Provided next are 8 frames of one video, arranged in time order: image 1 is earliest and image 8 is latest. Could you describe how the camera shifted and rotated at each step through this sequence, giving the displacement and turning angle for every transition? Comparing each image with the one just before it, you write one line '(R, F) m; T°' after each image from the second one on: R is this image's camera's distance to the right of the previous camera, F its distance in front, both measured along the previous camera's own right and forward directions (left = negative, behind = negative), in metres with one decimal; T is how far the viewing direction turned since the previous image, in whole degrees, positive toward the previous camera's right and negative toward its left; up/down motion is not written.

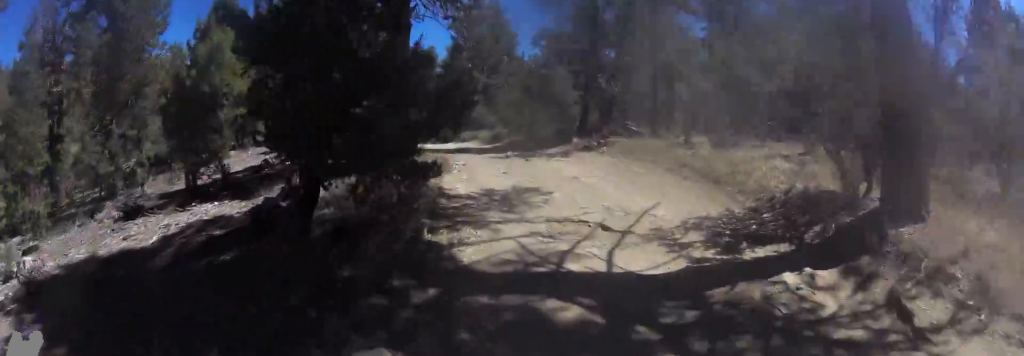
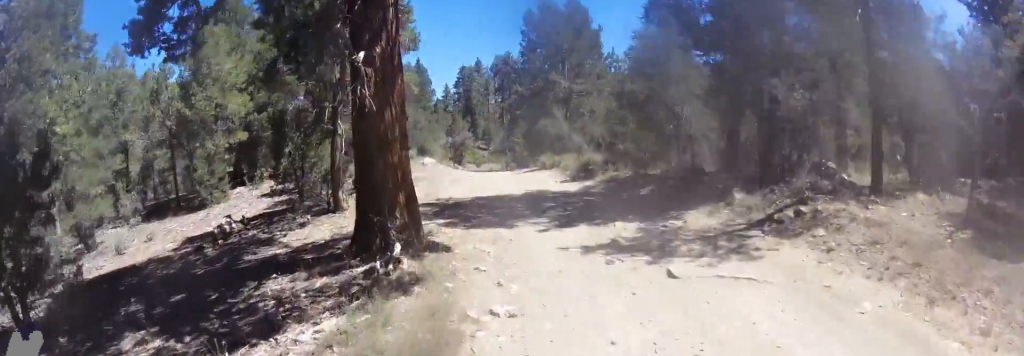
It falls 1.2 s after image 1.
(-0.3, +9.5) m; 0°
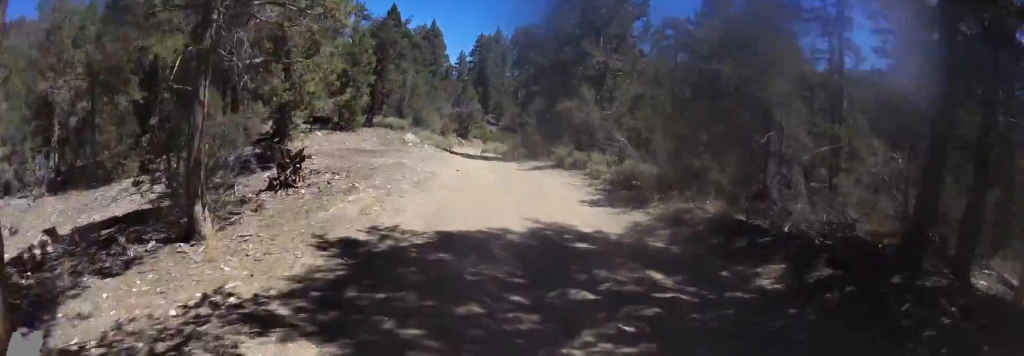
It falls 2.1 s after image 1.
(+0.3, +5.5) m; -1°
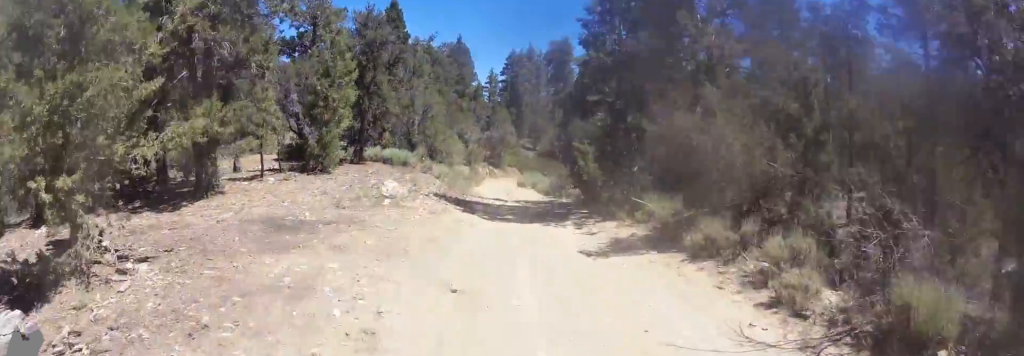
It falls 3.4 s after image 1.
(-0.8, +8.2) m; -7°
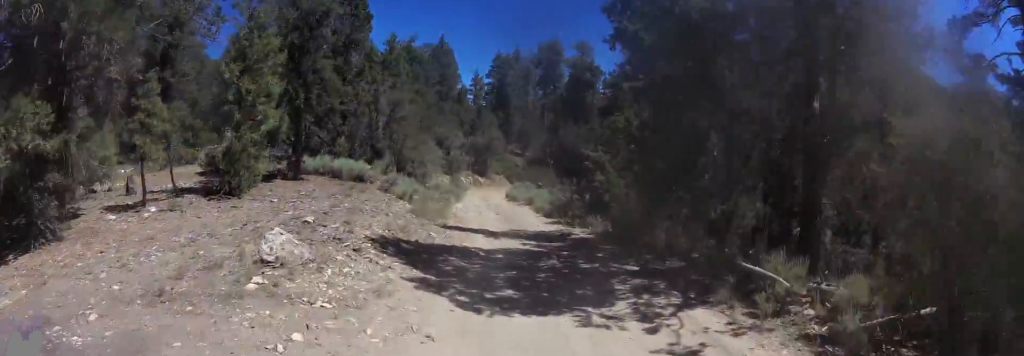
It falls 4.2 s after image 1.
(-0.3, +6.8) m; +1°
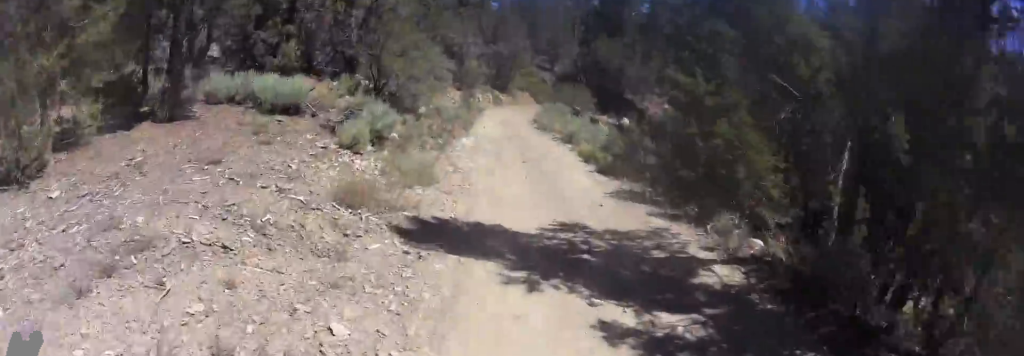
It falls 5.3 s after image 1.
(+0.3, +8.9) m; -3°
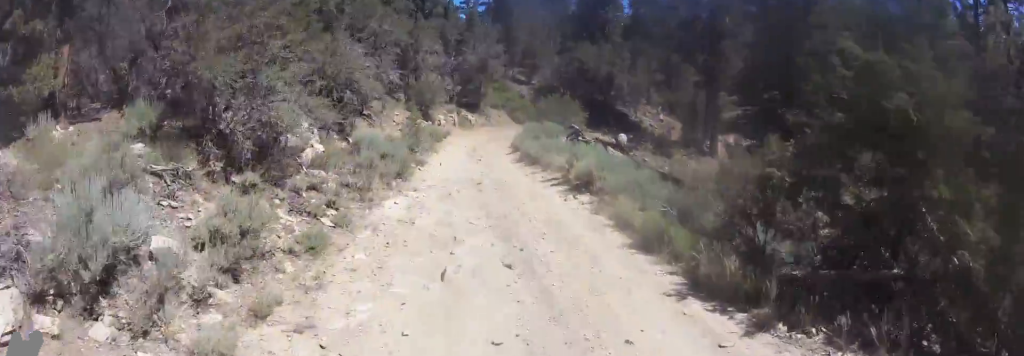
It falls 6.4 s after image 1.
(-0.6, +8.8) m; +2°
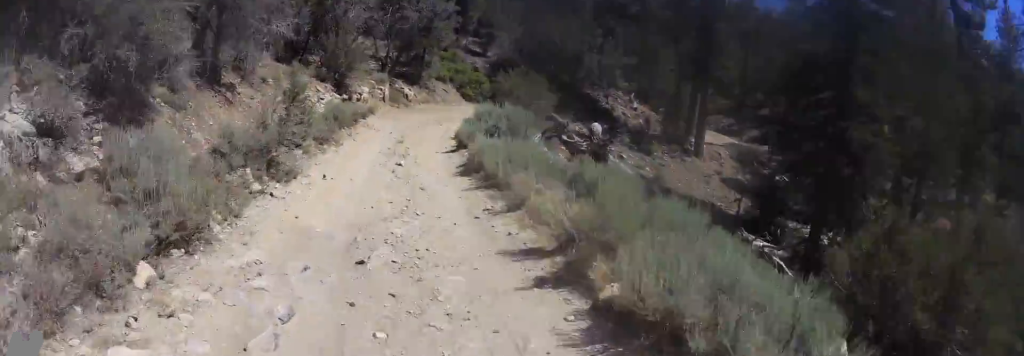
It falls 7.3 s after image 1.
(+0.8, +7.6) m; +6°
